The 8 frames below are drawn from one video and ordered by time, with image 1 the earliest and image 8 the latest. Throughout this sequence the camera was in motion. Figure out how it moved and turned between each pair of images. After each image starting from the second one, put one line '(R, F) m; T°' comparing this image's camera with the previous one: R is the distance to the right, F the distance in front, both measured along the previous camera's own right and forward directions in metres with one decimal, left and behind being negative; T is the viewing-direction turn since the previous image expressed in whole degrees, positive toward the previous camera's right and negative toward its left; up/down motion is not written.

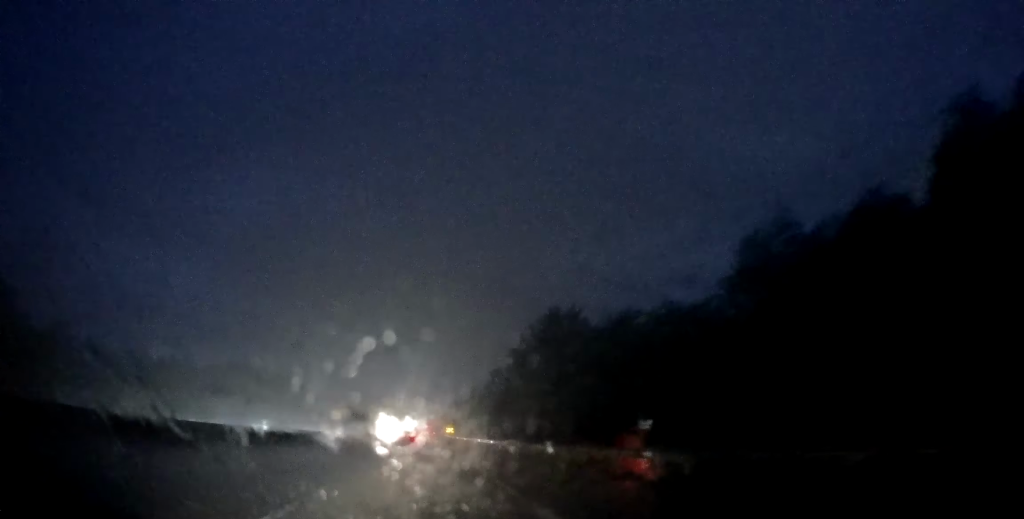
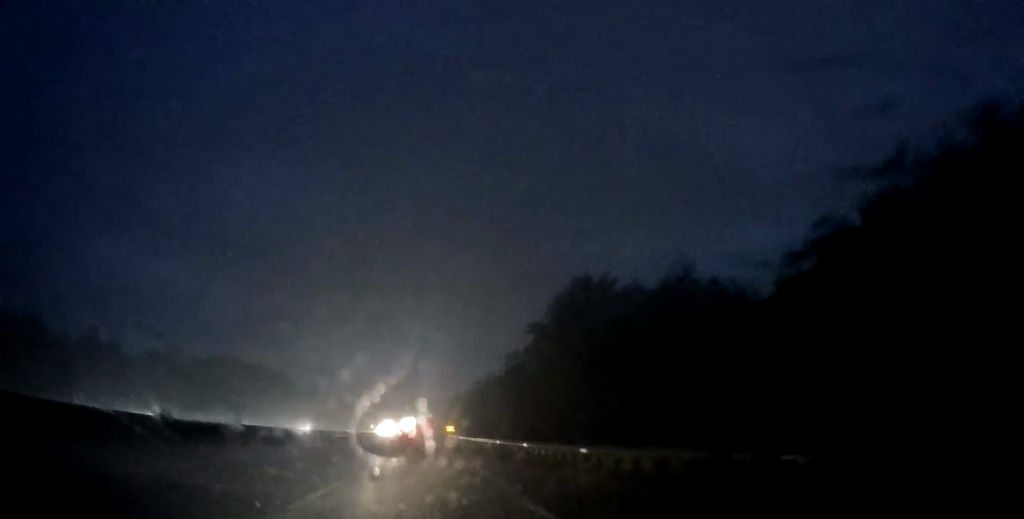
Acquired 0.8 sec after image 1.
(-0.1, +19.7) m; 0°
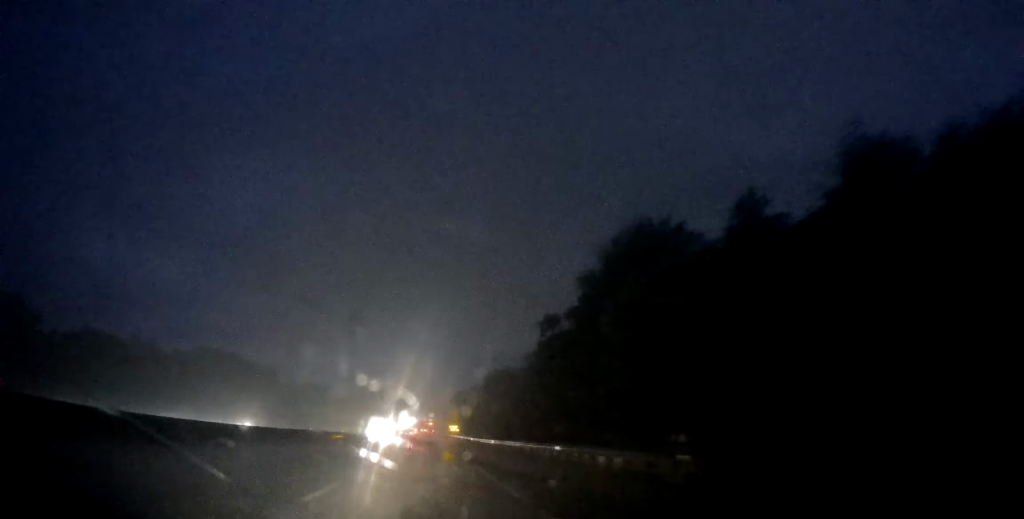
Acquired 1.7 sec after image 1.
(+0.1, +22.3) m; -1°
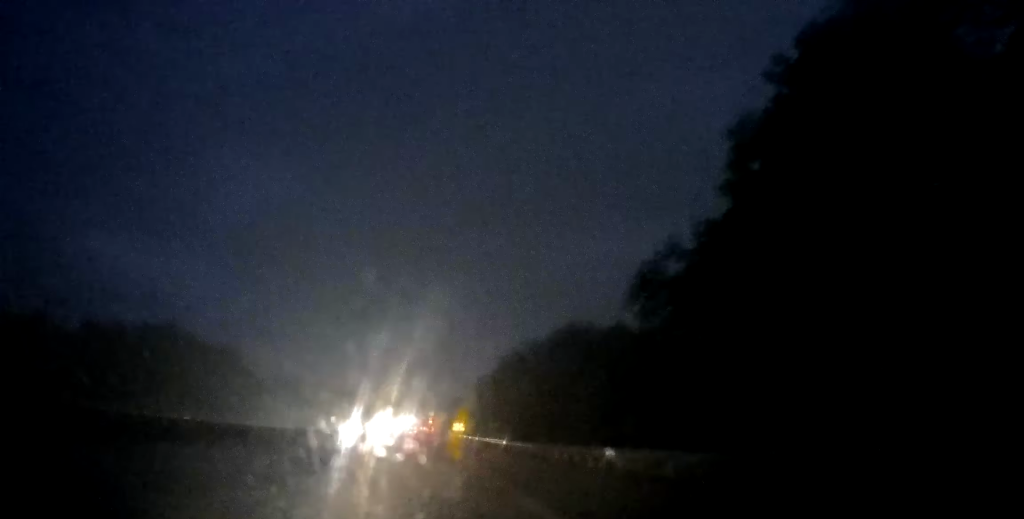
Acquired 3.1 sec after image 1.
(0.0, +34.8) m; +1°
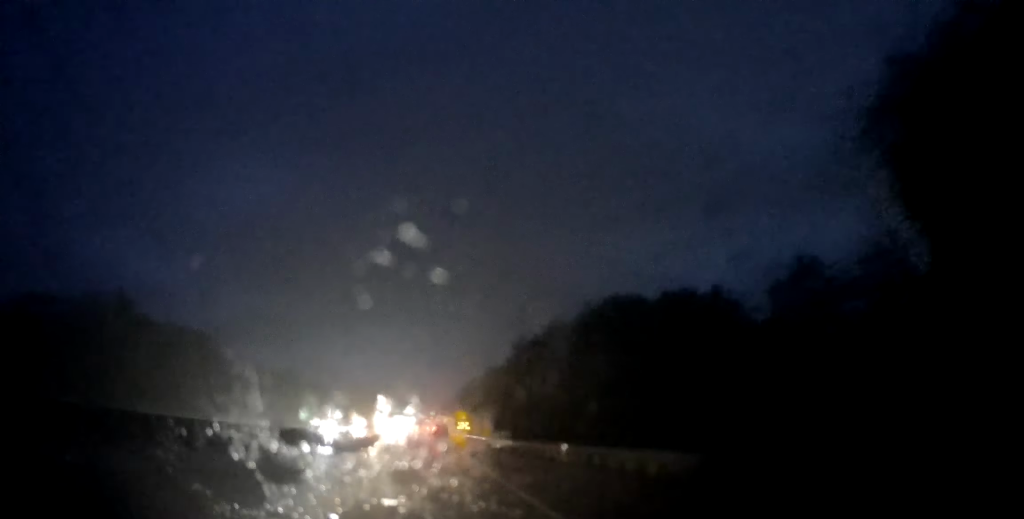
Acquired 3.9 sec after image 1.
(+0.2, +19.9) m; 0°
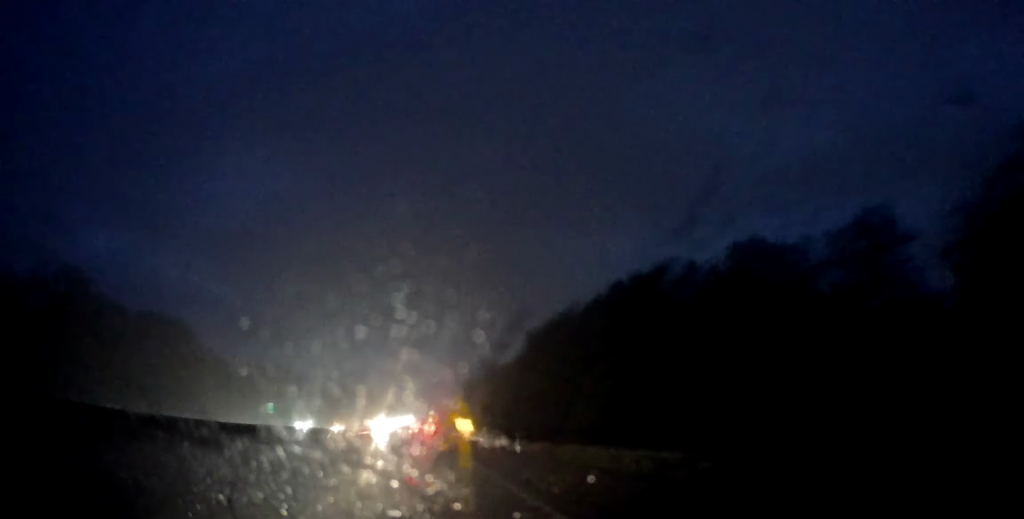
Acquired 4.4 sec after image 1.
(0.0, +13.2) m; -1°
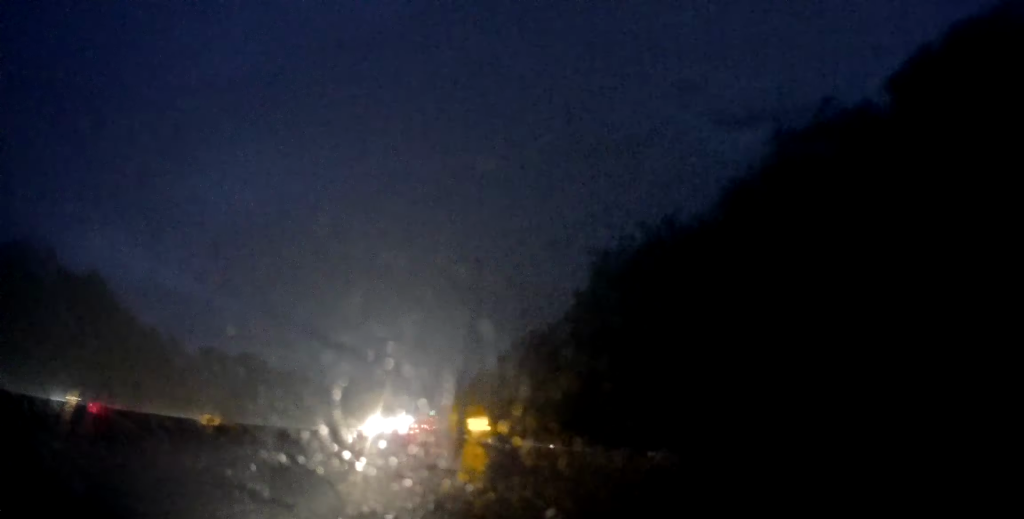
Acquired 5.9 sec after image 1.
(-0.3, +37.3) m; 0°
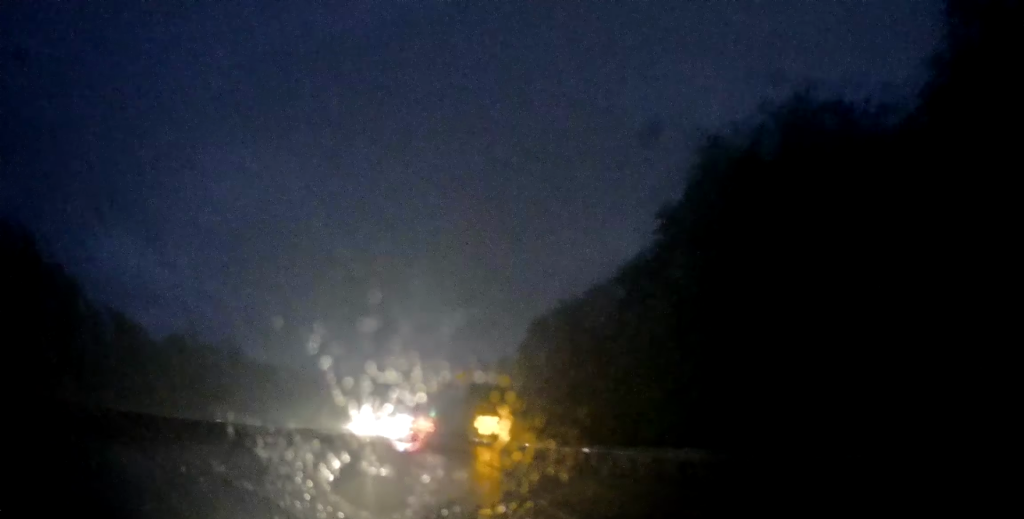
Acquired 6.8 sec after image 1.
(+0.2, +22.3) m; +1°
